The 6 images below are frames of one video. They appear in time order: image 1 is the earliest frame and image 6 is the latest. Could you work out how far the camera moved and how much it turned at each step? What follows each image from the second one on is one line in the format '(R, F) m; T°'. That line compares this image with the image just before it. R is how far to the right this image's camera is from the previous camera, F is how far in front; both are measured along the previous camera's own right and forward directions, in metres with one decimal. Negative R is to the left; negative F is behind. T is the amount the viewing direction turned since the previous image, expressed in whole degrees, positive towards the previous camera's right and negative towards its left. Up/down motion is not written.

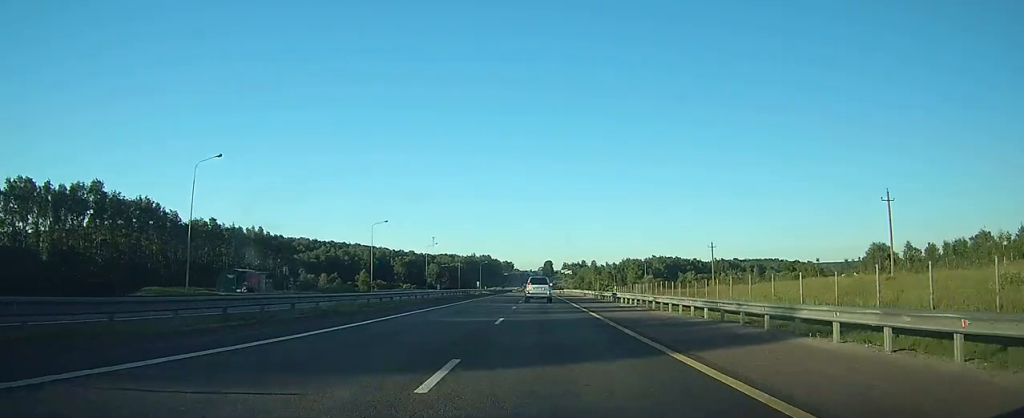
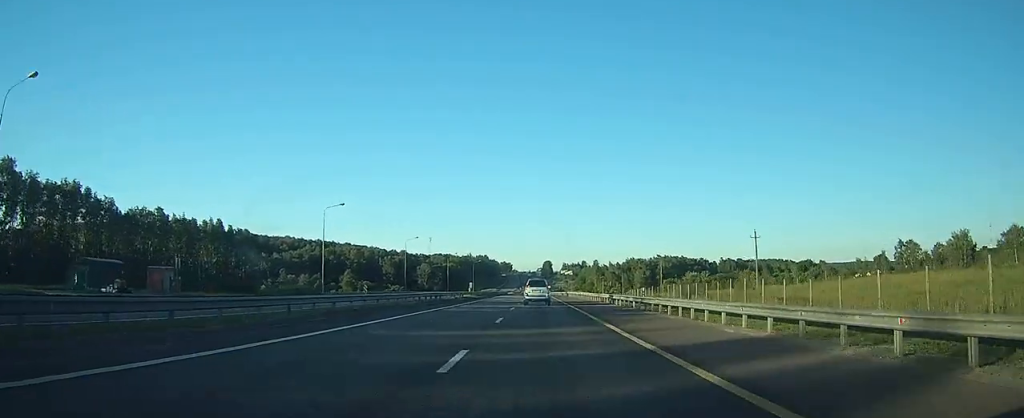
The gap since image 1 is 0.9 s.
(0.0, +22.4) m; 0°
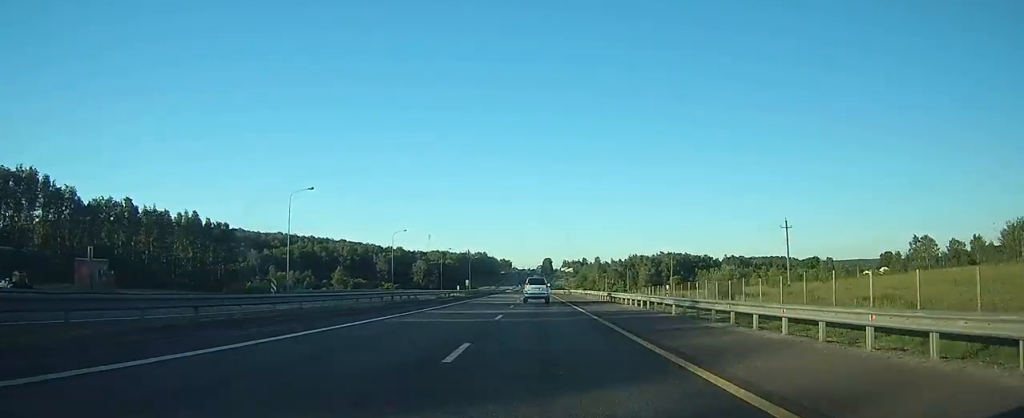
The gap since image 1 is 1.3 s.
(0.0, +11.1) m; 0°
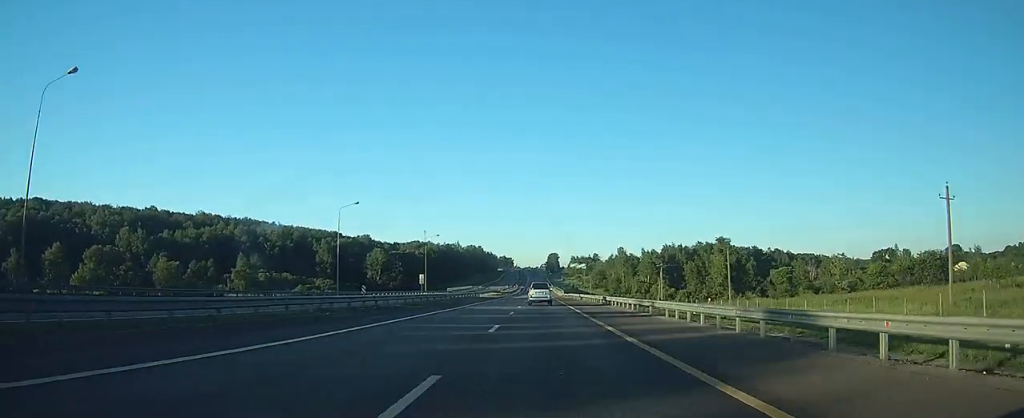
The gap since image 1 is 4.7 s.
(+0.3, +87.1) m; 0°
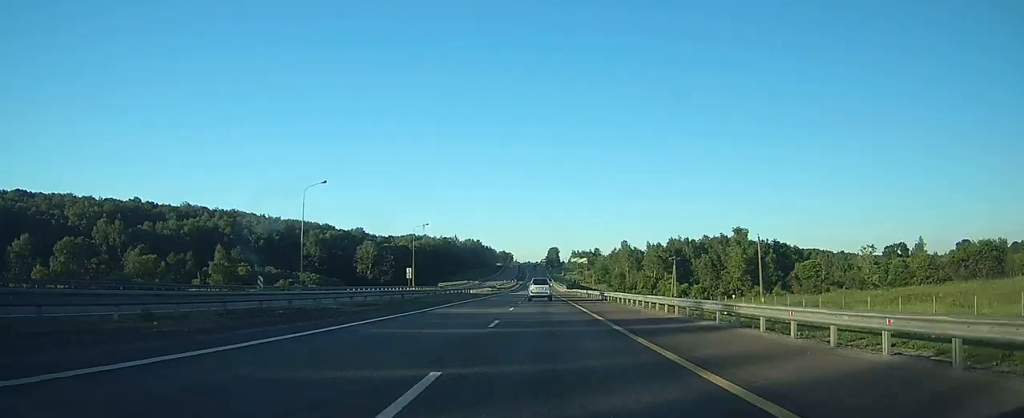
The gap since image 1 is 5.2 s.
(0.0, +11.9) m; 0°
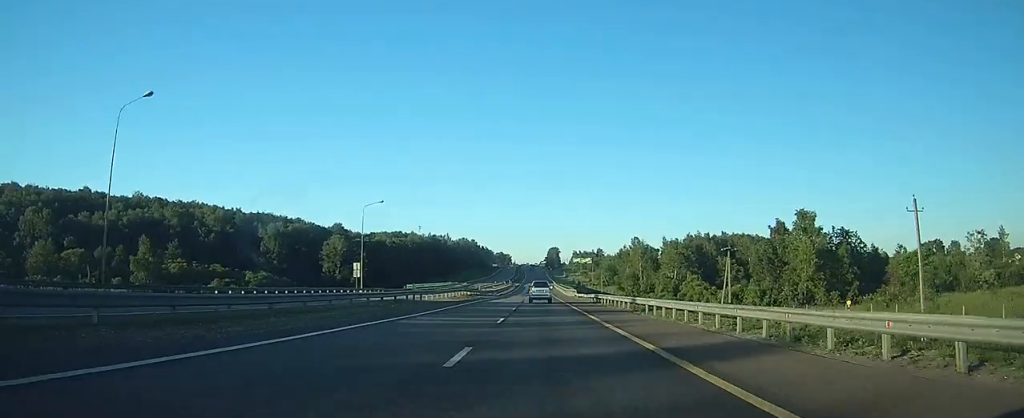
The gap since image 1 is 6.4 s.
(0.0, +31.8) m; 0°
